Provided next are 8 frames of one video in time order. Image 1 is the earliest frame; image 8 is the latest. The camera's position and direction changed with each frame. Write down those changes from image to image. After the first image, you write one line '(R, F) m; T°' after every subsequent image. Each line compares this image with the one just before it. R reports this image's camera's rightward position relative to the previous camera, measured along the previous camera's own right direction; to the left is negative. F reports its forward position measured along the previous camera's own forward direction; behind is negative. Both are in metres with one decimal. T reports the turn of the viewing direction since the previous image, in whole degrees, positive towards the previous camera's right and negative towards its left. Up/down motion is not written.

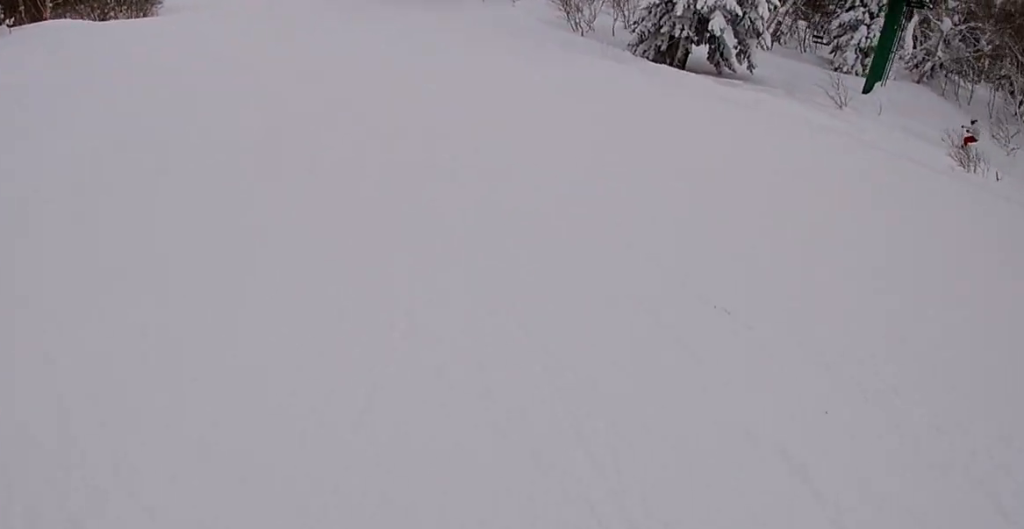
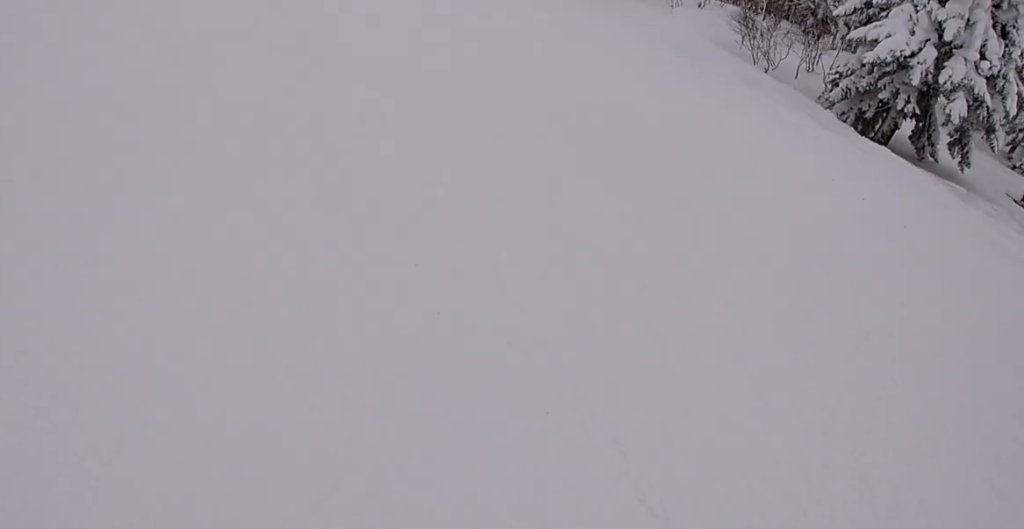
(-0.1, +5.7) m; -7°
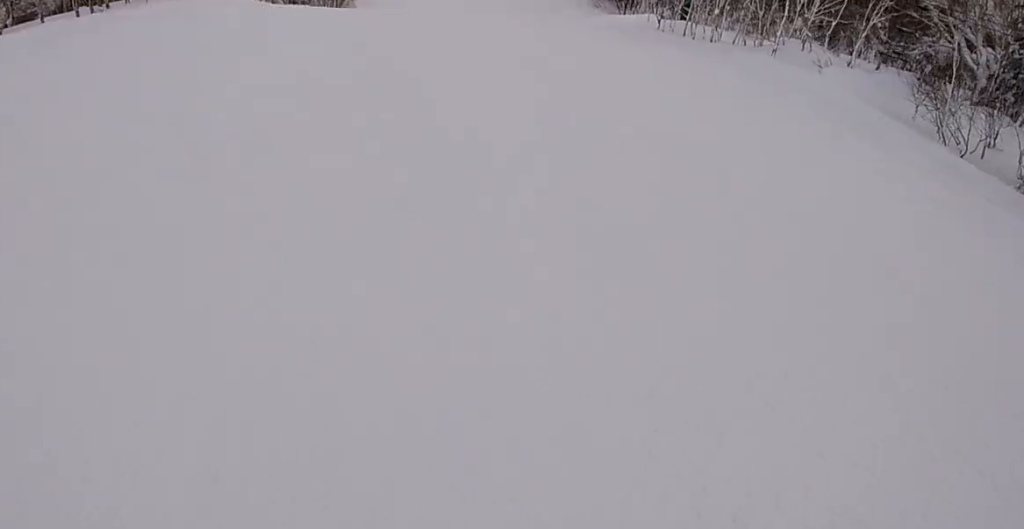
(-0.1, +4.2) m; -5°
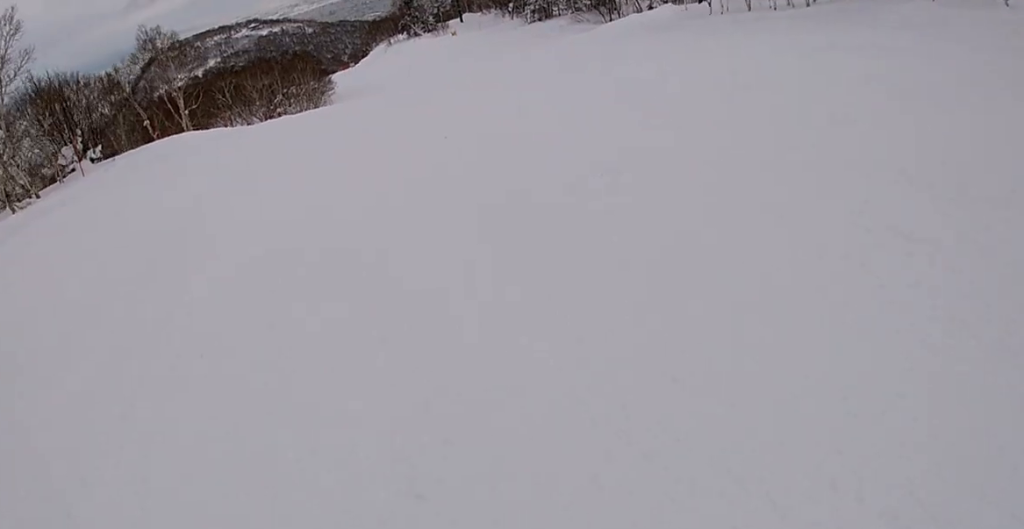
(-0.9, +8.6) m; -6°
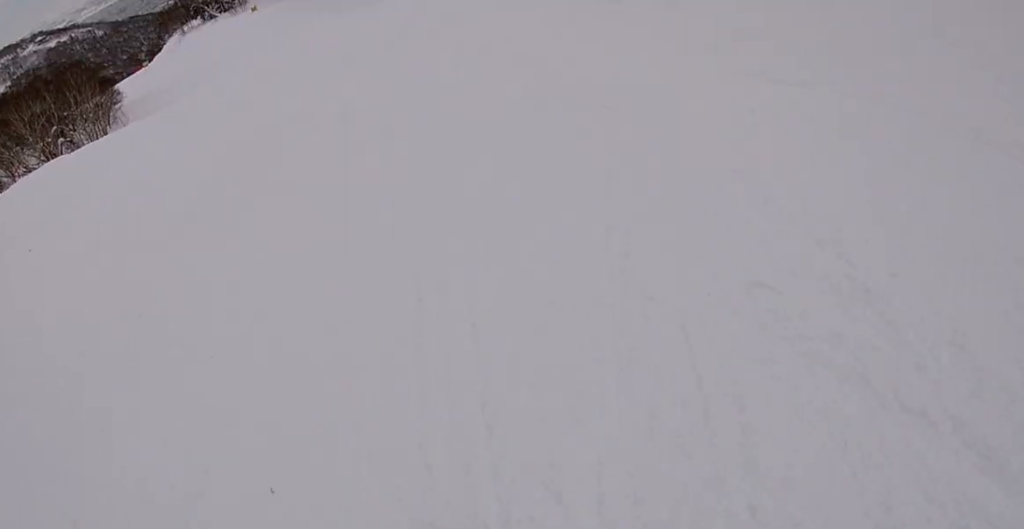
(0.0, +11.0) m; +8°
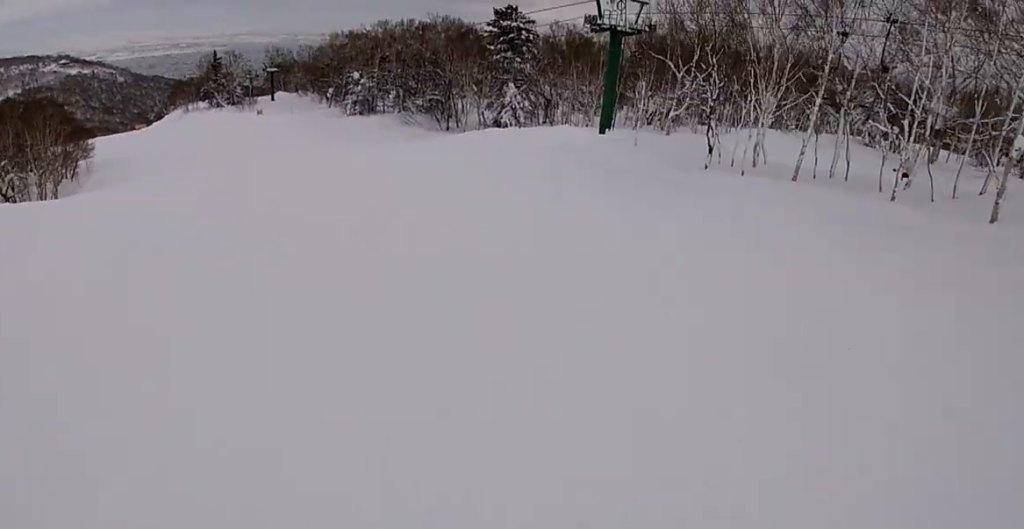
(+0.2, +6.6) m; +9°
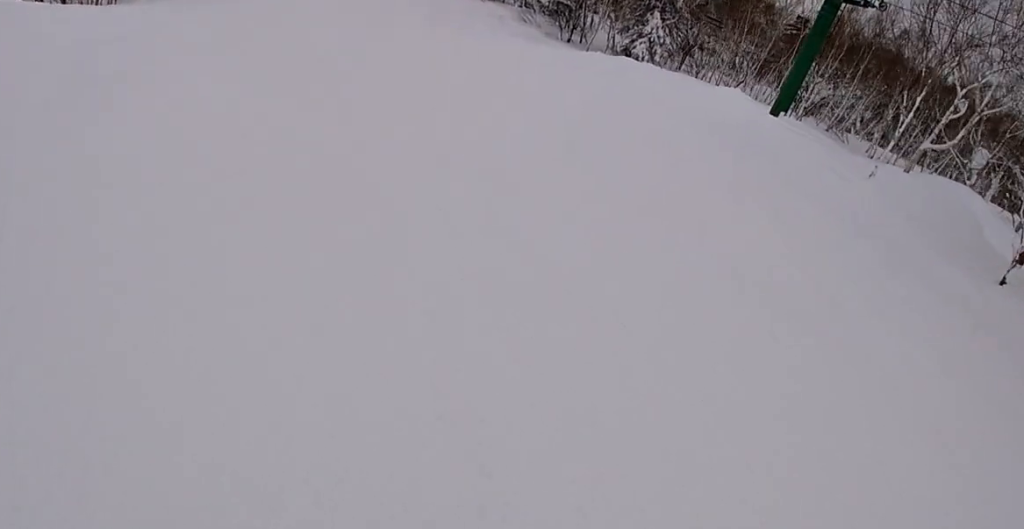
(+2.1, +7.2) m; -1°
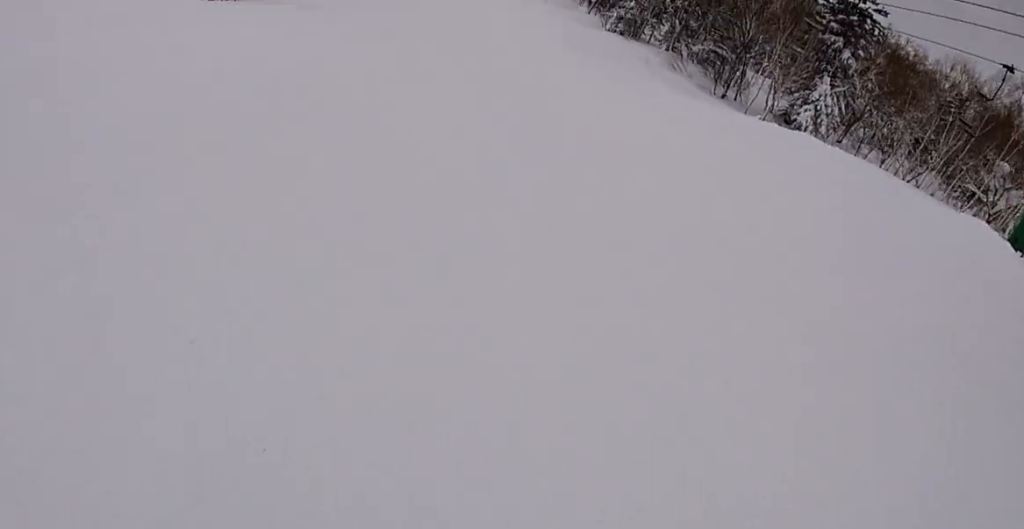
(-1.7, +5.7) m; -12°
